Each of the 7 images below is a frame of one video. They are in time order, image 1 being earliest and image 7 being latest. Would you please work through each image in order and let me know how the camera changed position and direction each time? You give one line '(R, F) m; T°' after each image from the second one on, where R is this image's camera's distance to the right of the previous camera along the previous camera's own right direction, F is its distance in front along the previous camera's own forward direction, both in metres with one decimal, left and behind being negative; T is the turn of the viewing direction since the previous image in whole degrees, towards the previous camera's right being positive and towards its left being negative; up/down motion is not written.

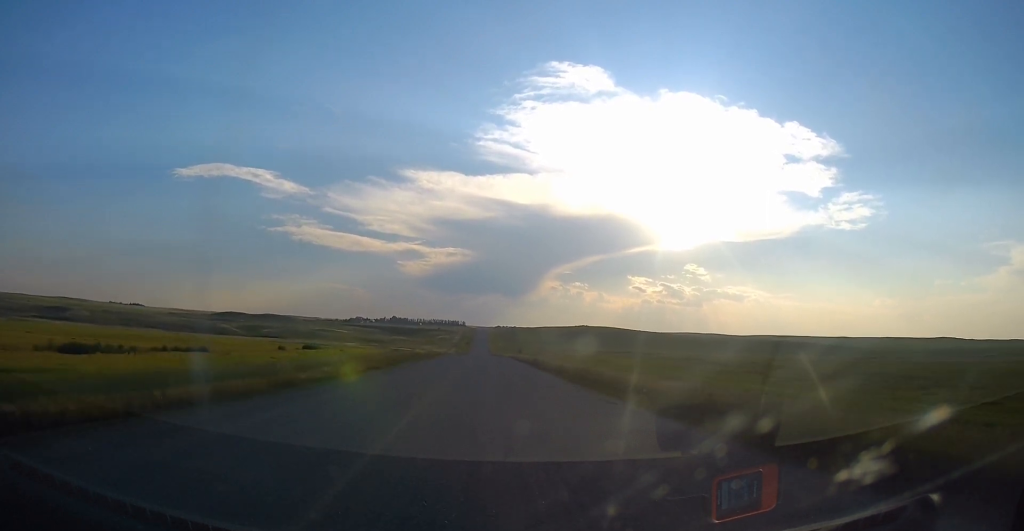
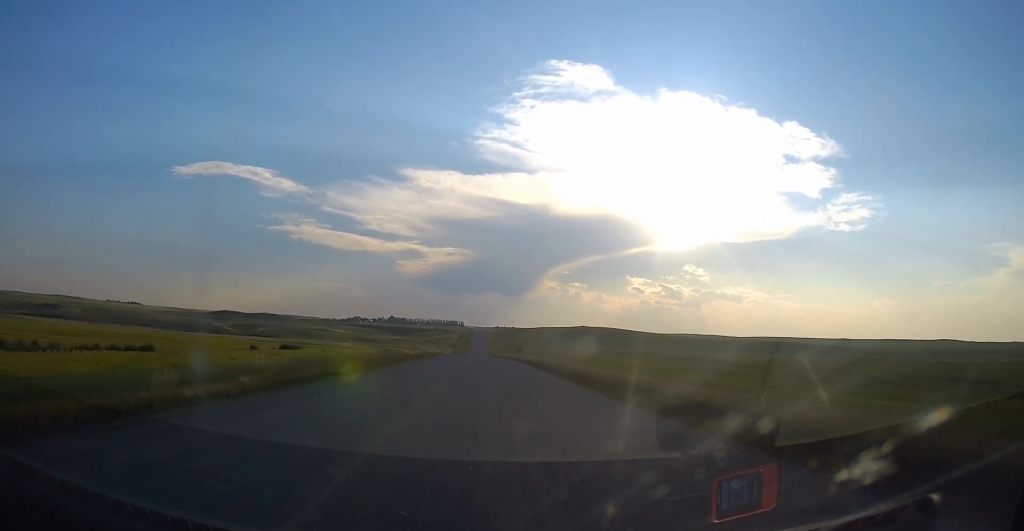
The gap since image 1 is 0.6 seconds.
(+0.2, +9.3) m; 0°
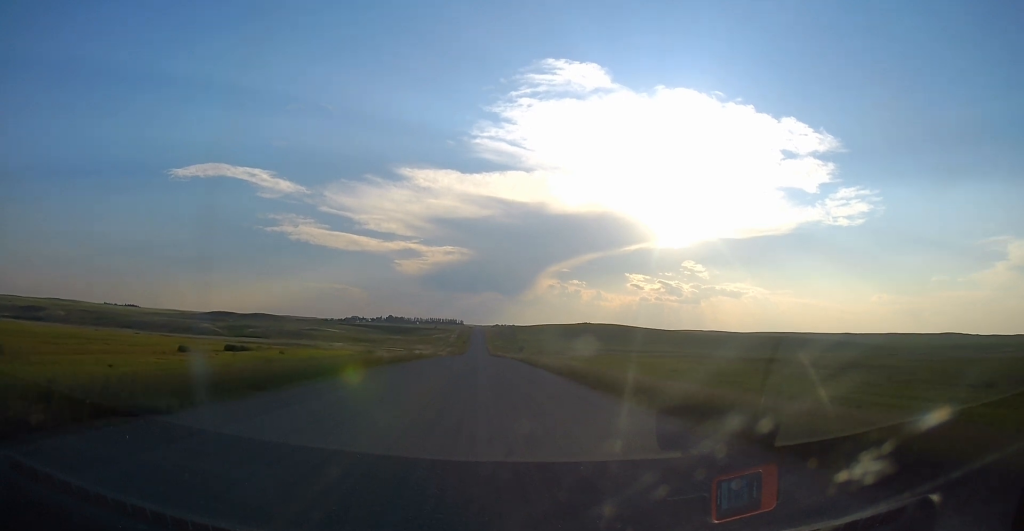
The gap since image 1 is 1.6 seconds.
(-0.1, +17.0) m; -1°
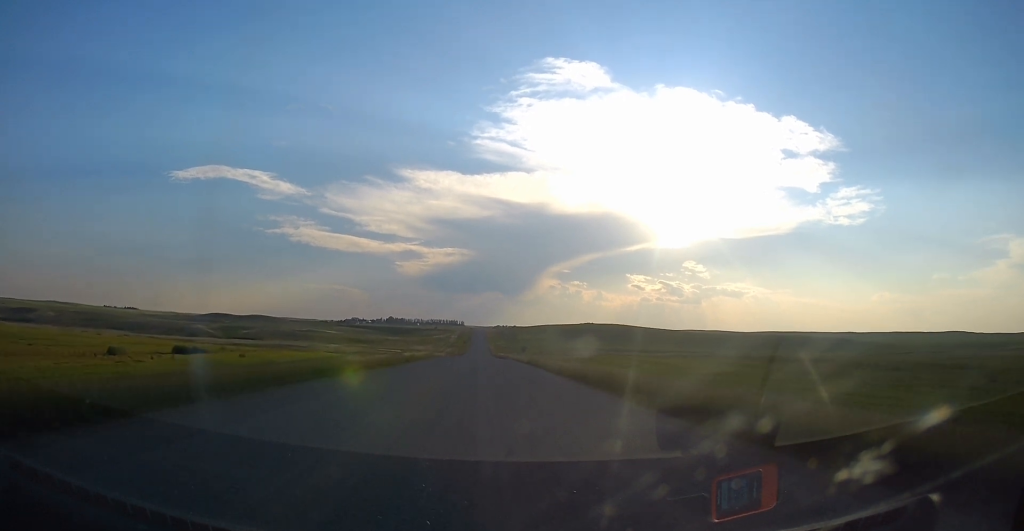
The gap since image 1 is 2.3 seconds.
(-0.1, +11.0) m; -1°
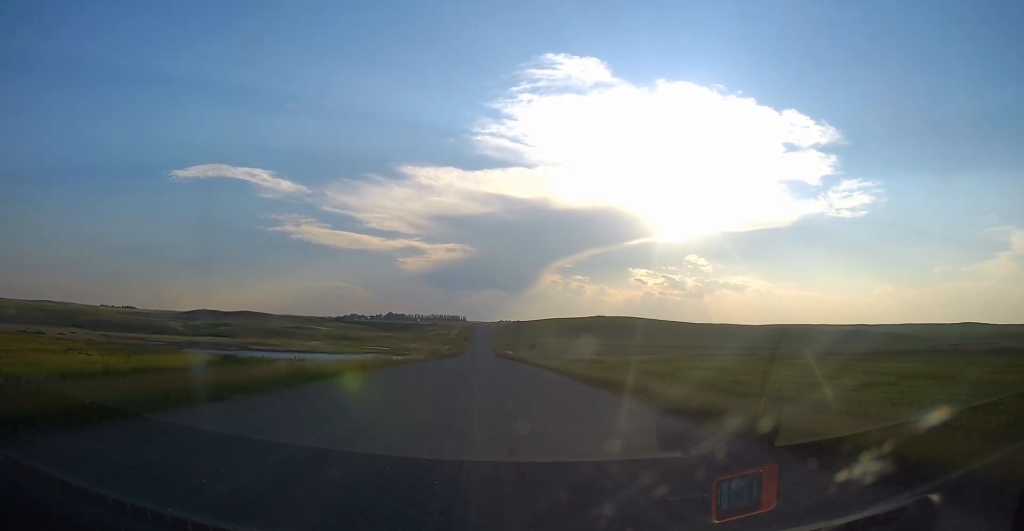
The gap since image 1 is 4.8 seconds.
(0.0, +41.5) m; +1°
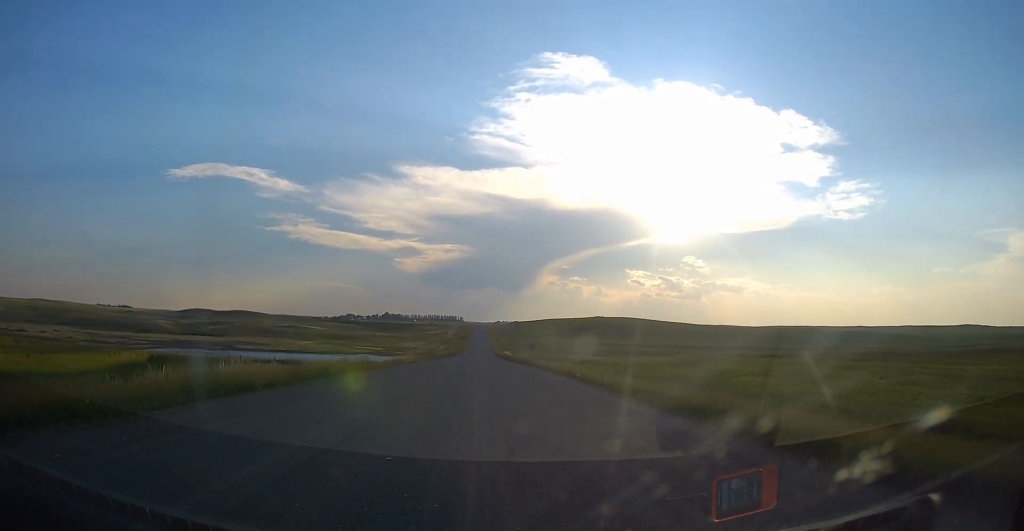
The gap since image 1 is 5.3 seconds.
(+0.1, +9.3) m; 0°
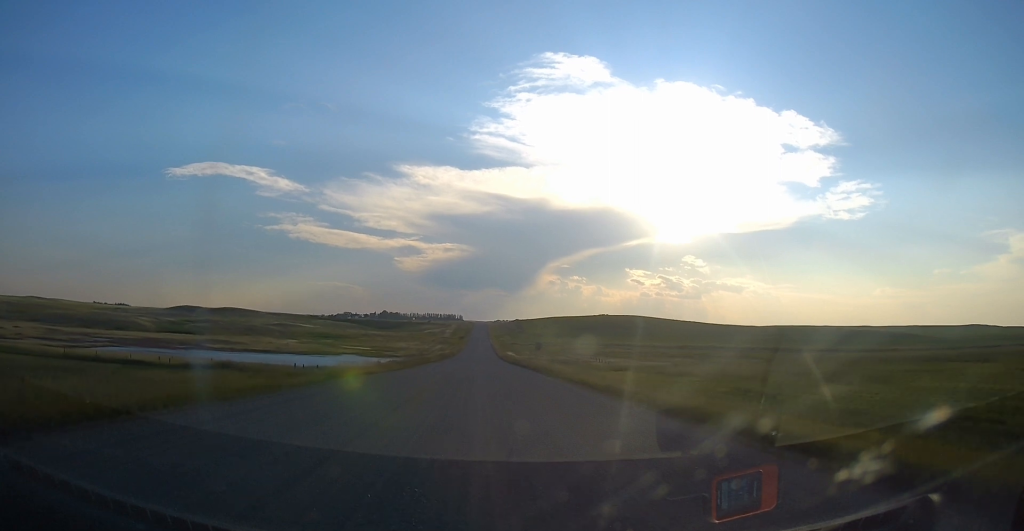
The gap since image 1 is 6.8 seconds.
(0.0, +24.2) m; -1°
